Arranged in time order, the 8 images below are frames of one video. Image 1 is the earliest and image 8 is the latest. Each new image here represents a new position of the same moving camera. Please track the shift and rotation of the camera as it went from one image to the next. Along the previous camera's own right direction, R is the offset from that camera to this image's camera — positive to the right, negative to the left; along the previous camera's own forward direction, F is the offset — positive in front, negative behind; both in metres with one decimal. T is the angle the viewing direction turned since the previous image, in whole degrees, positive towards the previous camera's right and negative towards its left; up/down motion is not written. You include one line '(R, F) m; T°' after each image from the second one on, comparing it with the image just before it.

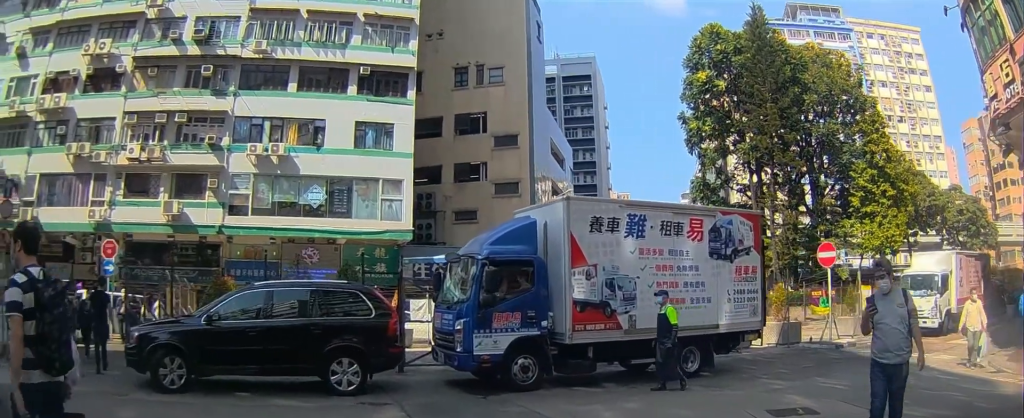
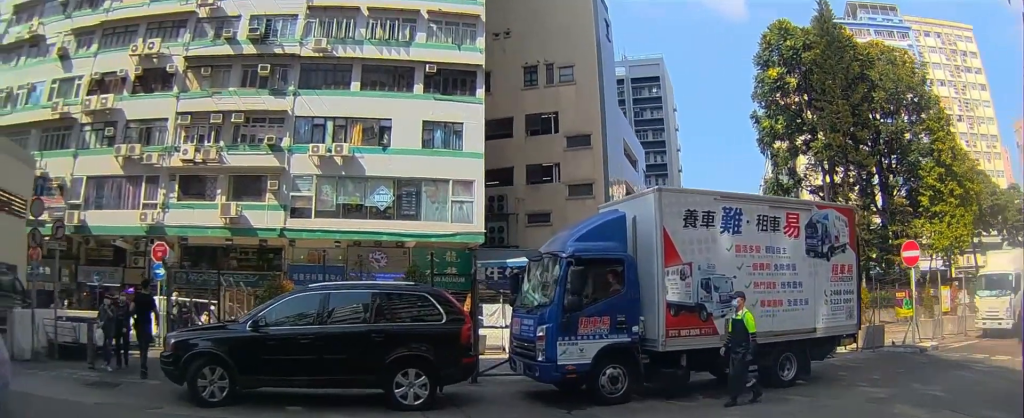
(-0.1, +0.9) m; -12°
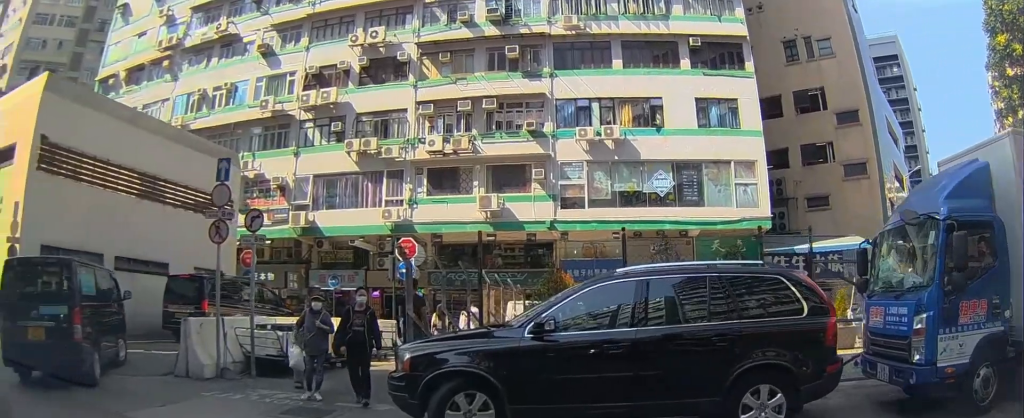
(-0.7, +2.3) m; -32°
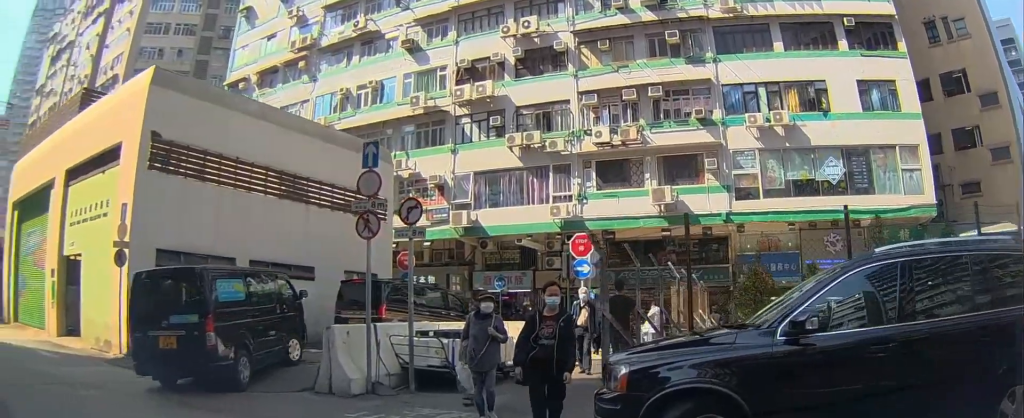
(-0.2, +1.4) m; -12°
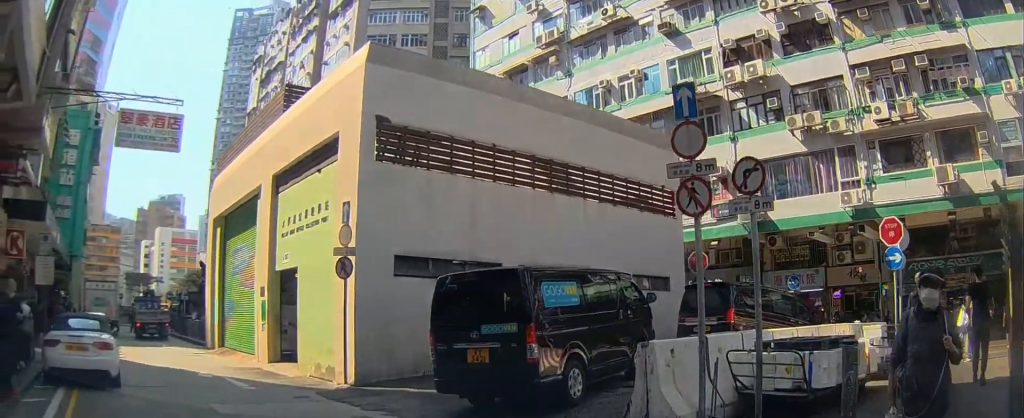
(-0.3, +2.4) m; -12°
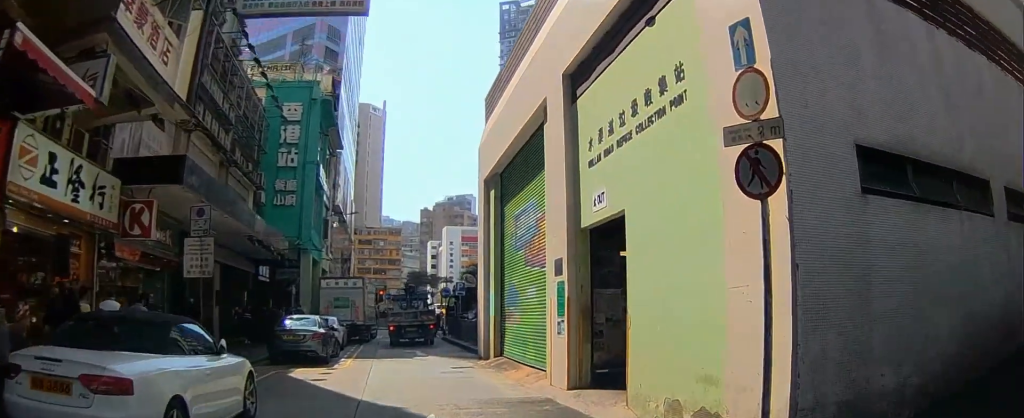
(-0.9, +4.0) m; -35°
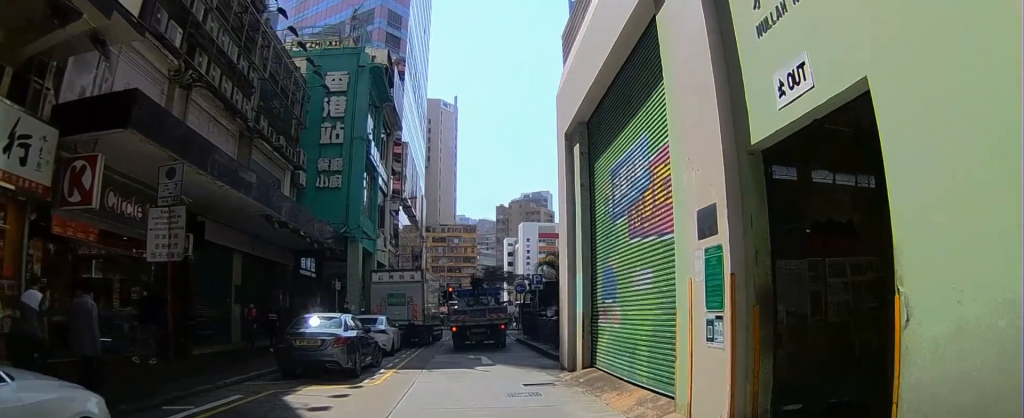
(-0.5, +1.8) m; -27°
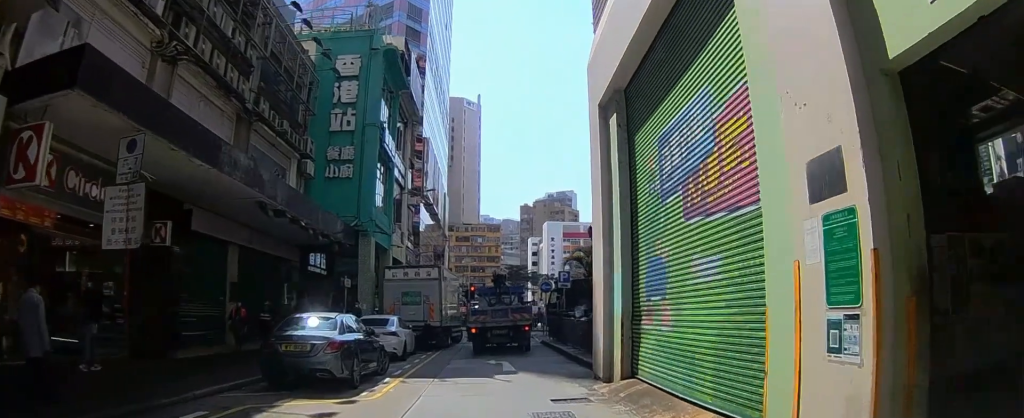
(-0.1, +0.9) m; -9°
